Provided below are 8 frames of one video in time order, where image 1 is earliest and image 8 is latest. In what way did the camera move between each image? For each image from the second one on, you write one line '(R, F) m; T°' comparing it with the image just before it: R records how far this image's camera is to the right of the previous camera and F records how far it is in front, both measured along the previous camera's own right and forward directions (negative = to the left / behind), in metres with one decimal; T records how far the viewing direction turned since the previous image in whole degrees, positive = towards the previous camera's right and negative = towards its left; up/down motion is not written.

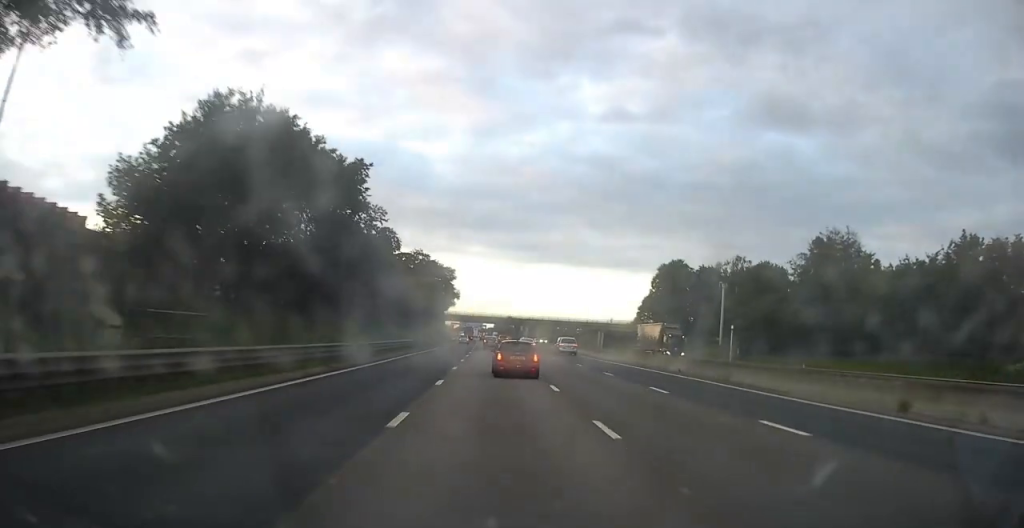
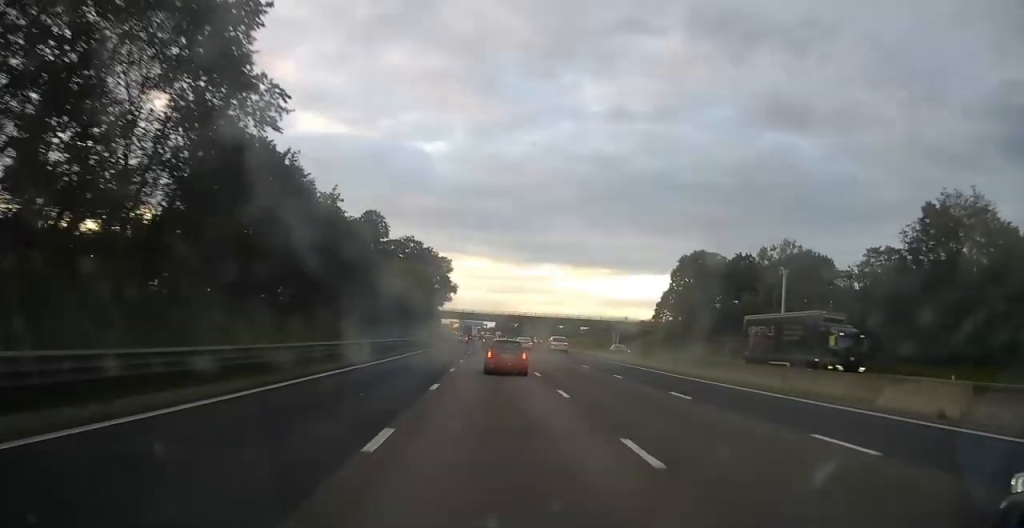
(-0.1, +20.4) m; 0°
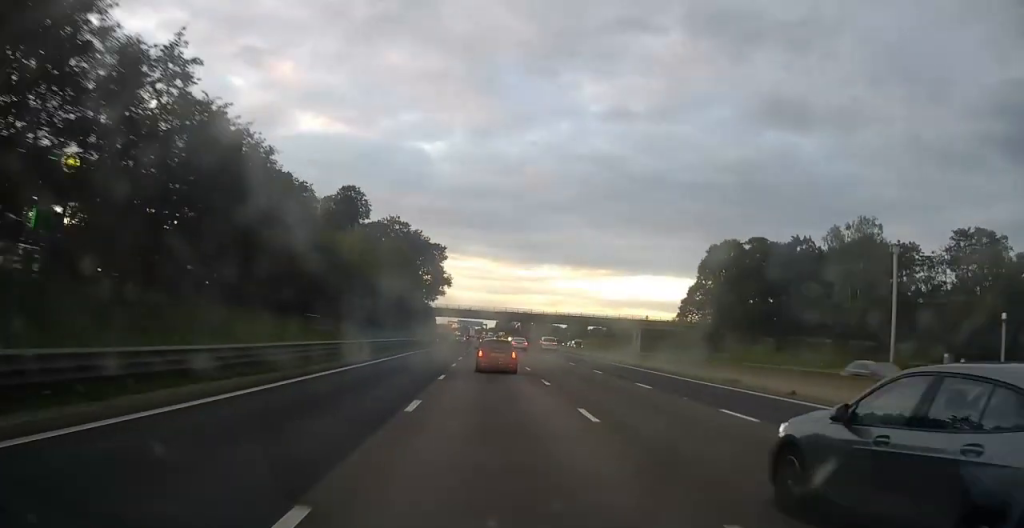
(0.0, +22.9) m; 0°
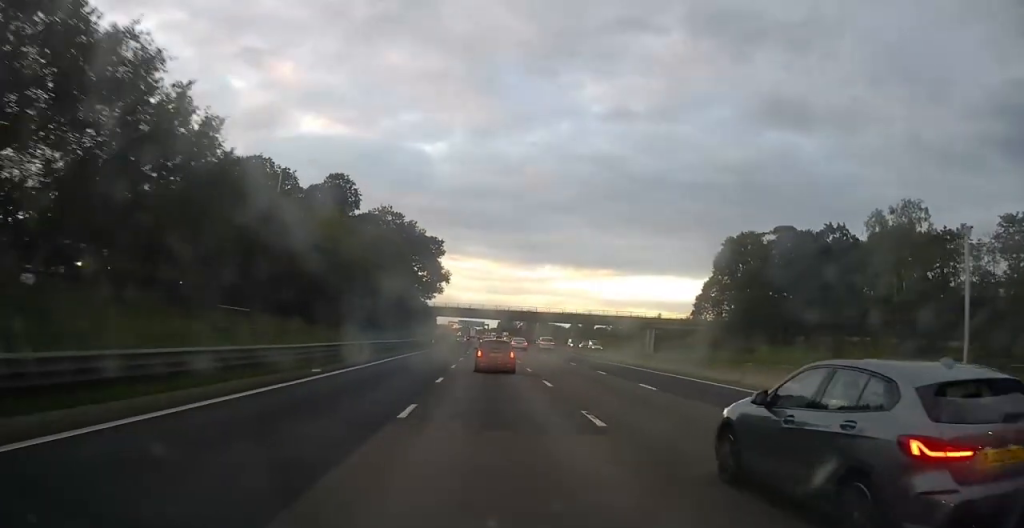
(0.0, +9.9) m; 0°
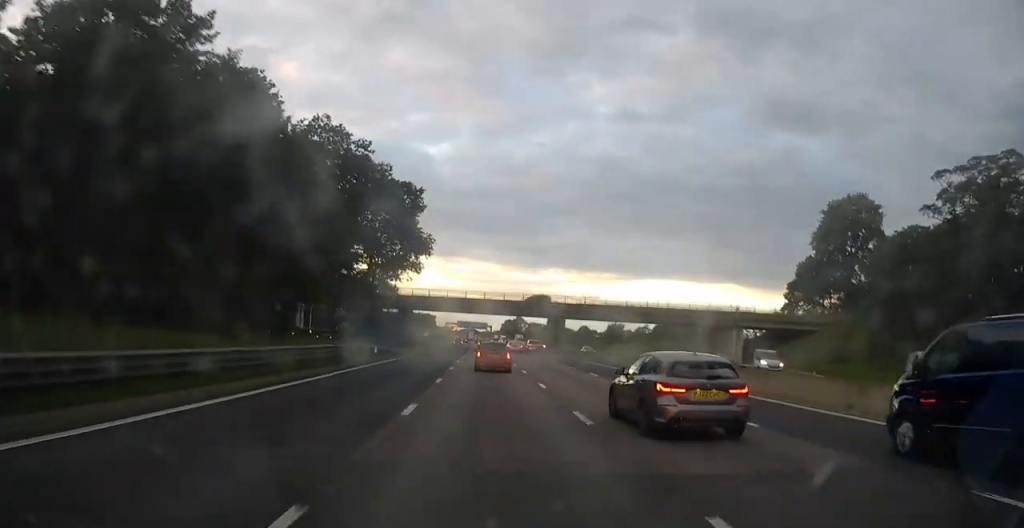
(+0.2, +44.7) m; 0°
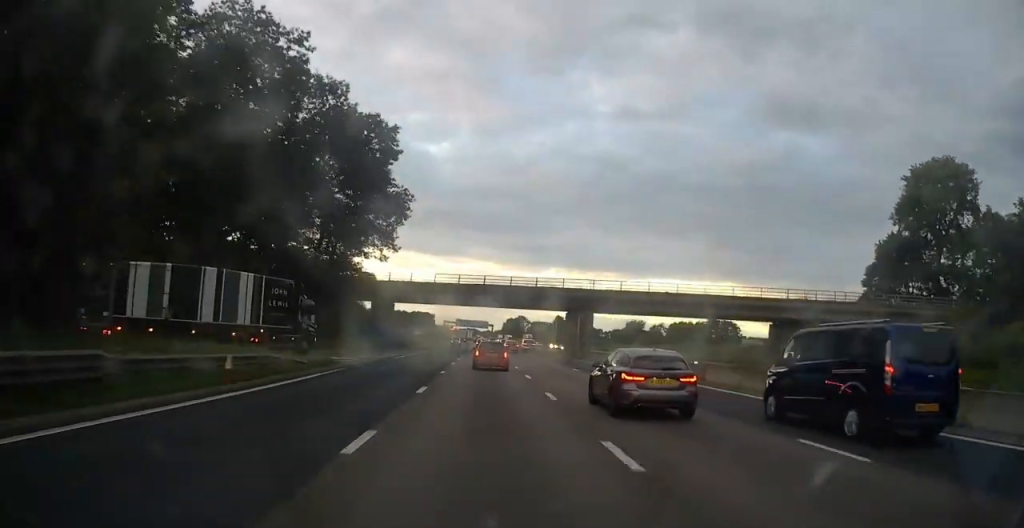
(-0.1, +22.5) m; 0°
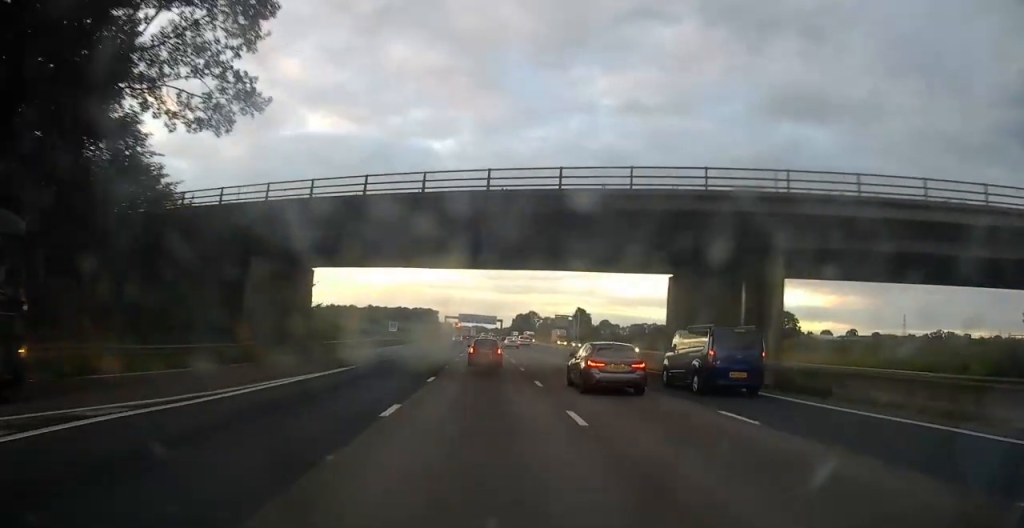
(-0.2, +41.5) m; -1°
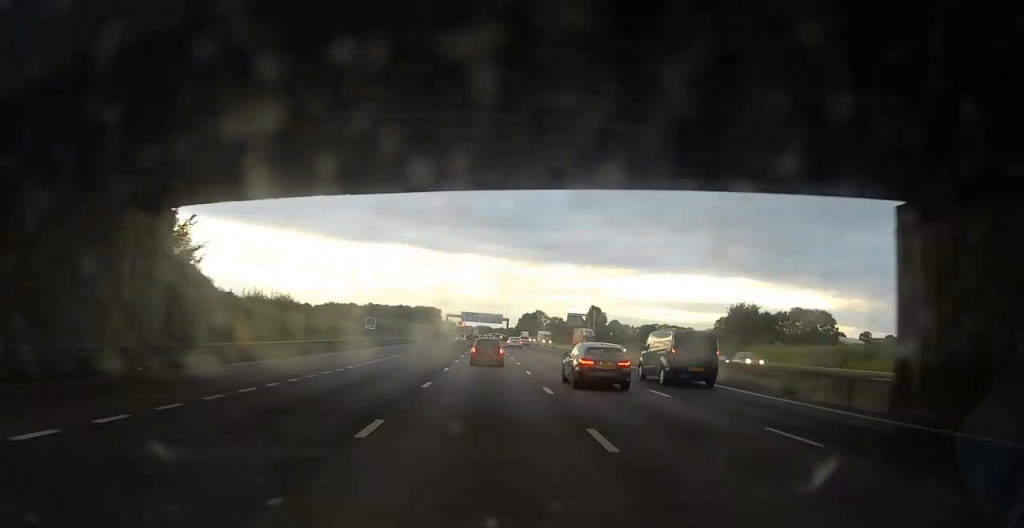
(-0.1, +20.8) m; 0°
